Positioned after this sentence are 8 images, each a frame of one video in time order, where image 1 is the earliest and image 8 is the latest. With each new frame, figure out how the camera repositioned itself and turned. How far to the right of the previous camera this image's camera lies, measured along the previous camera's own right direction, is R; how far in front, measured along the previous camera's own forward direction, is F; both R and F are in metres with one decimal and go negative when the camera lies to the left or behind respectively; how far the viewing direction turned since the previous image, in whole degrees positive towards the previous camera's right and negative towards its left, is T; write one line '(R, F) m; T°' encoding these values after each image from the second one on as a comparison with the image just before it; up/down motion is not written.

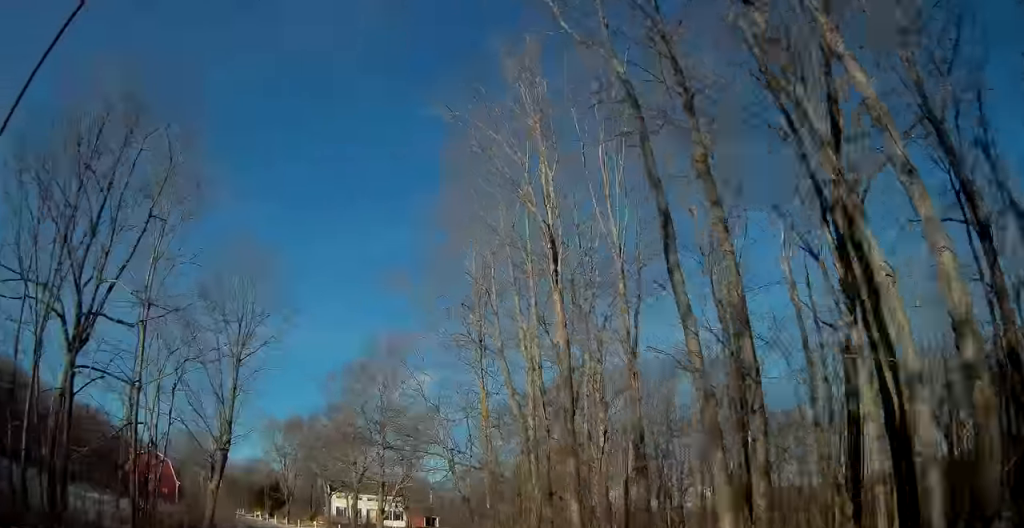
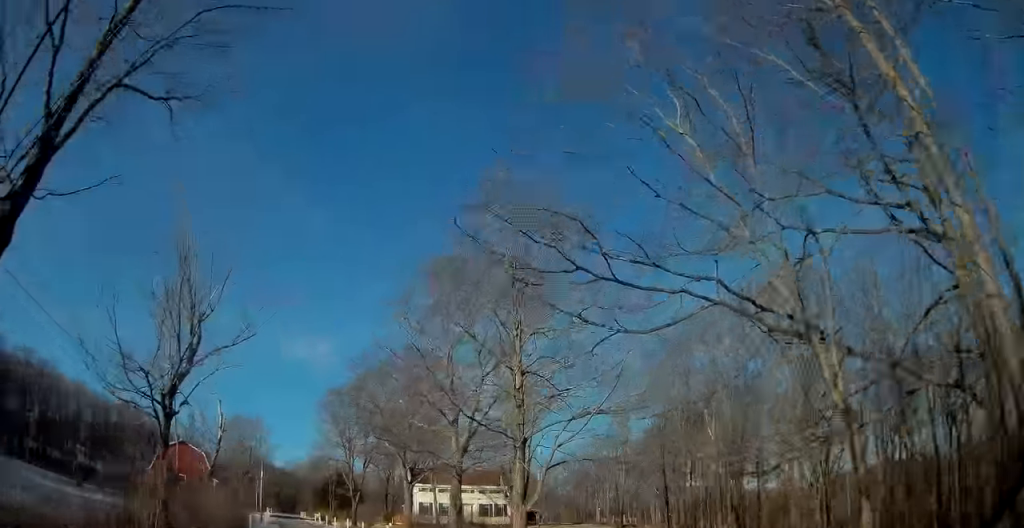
(-0.9, +19.3) m; -7°
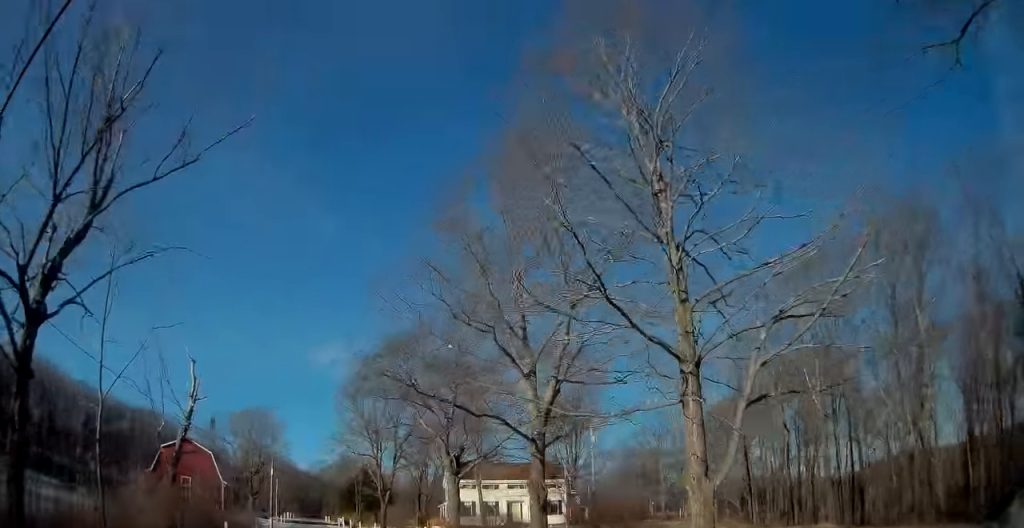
(-0.3, +9.2) m; -3°
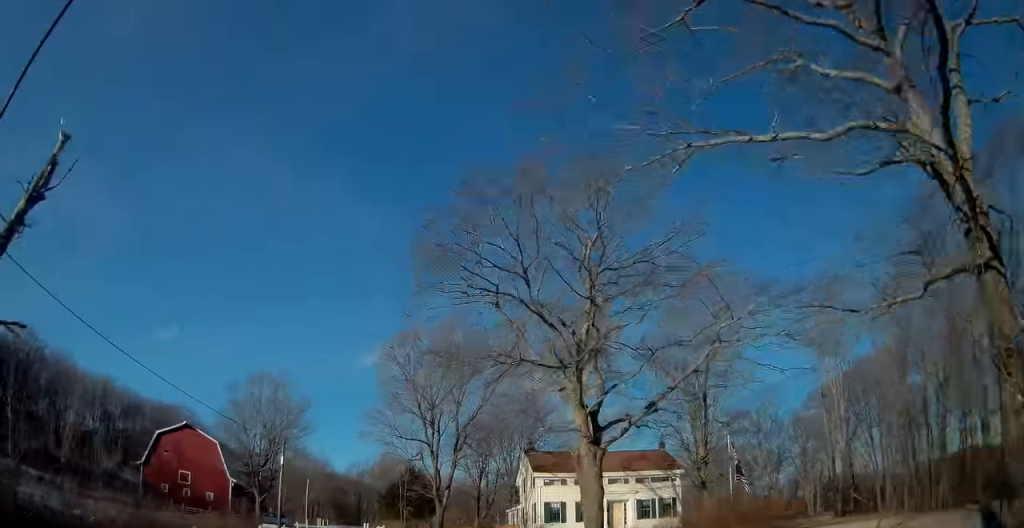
(-0.4, +15.3) m; -3°
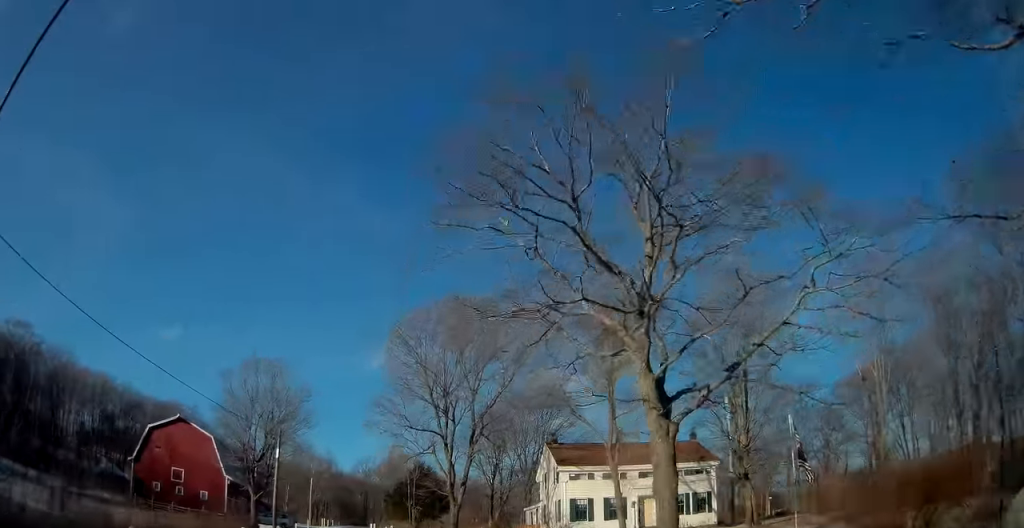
(0.0, +4.1) m; -1°
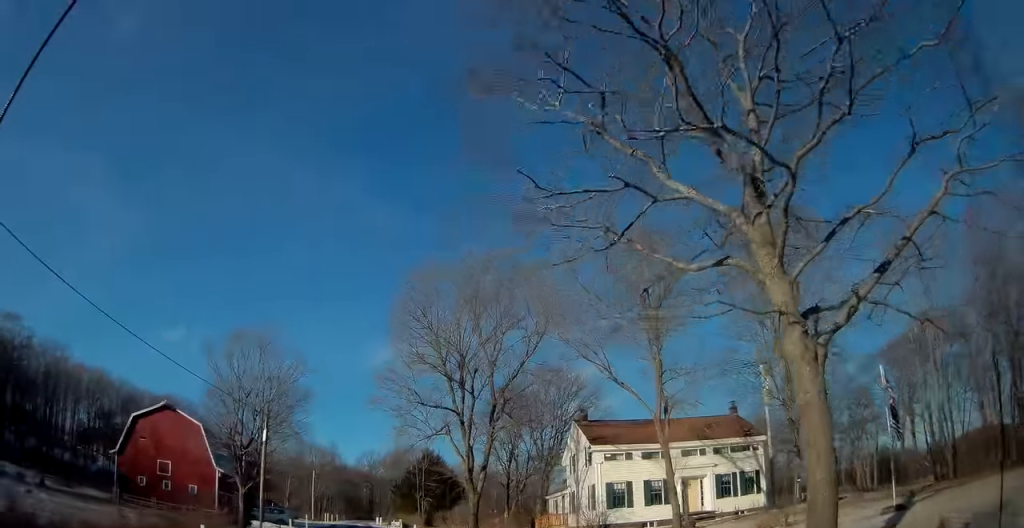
(-0.2, +5.0) m; -1°
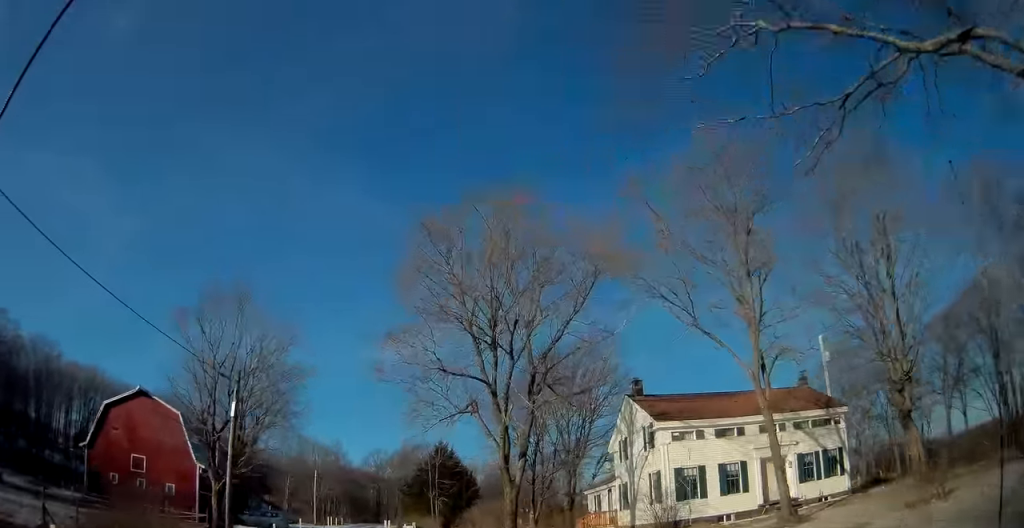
(-0.1, +7.1) m; -1°
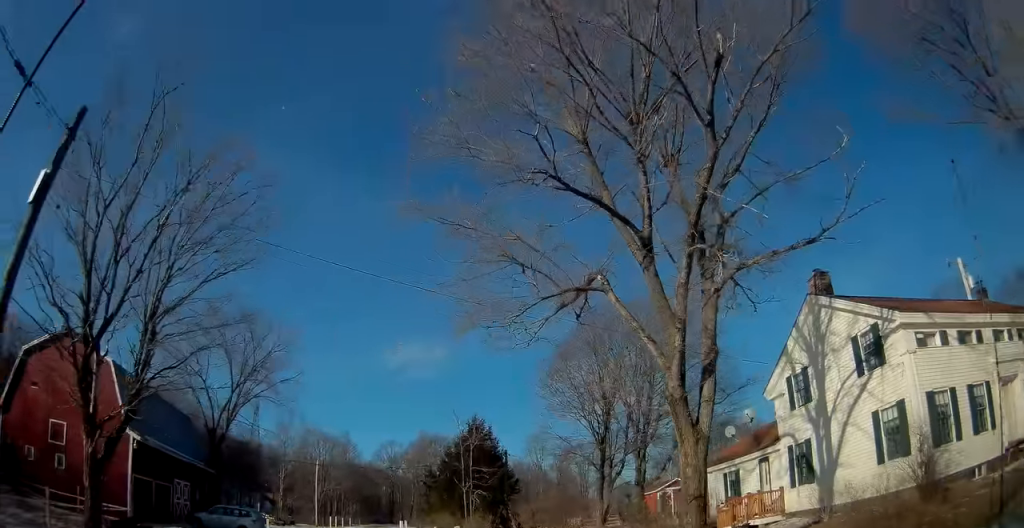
(-0.2, +13.6) m; -1°
